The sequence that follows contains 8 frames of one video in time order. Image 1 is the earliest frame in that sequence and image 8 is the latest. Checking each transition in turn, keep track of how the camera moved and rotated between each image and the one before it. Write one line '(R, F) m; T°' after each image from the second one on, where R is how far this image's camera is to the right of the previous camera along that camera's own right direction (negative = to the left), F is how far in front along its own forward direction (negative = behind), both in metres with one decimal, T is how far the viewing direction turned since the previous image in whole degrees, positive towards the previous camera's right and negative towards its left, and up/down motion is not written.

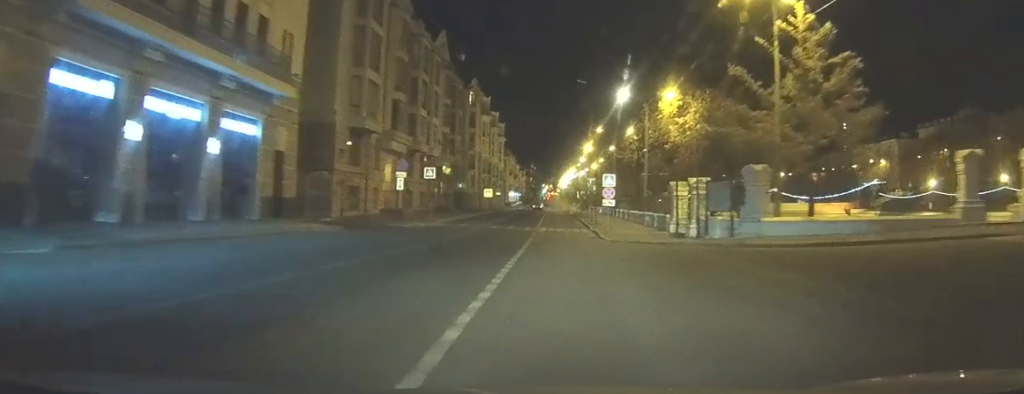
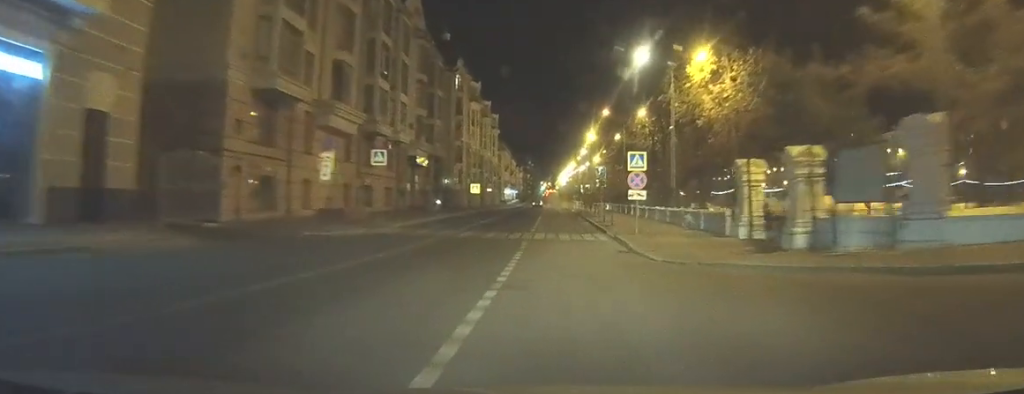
(-0.2, +12.6) m; -1°
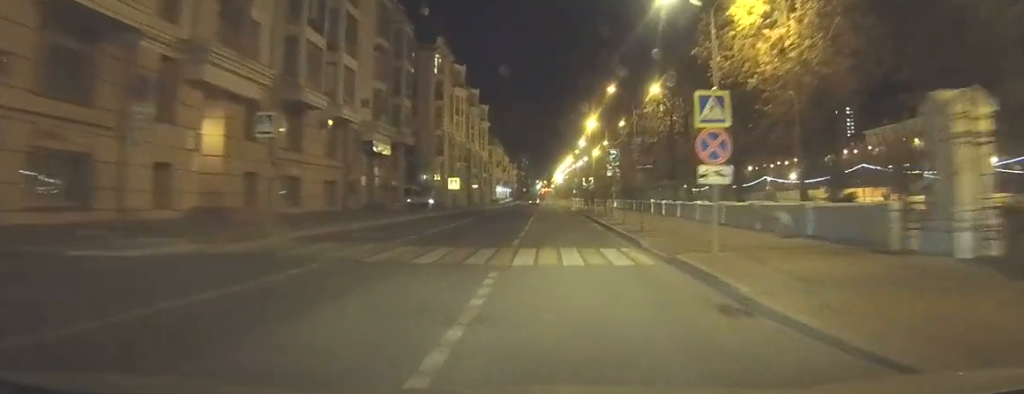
(-0.1, +12.1) m; 0°
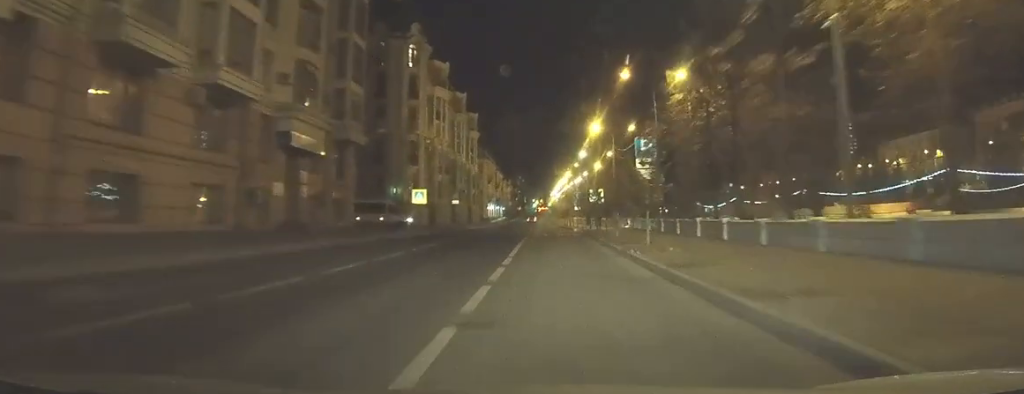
(0.0, +13.0) m; 0°
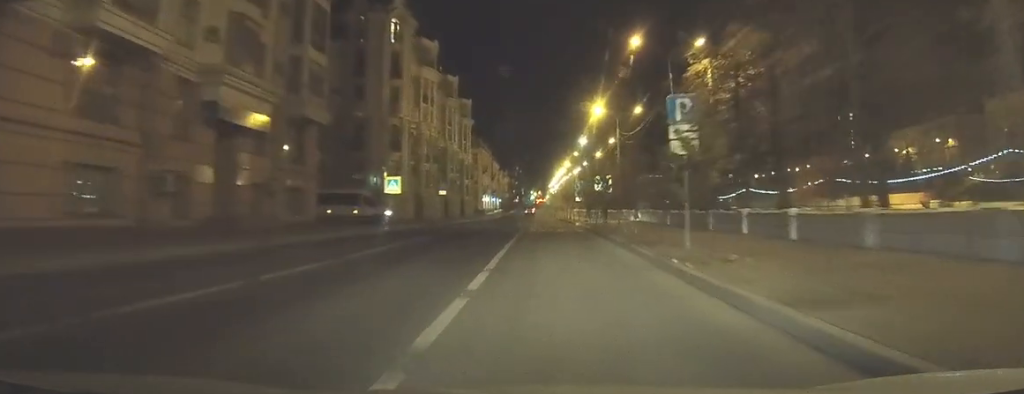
(0.0, +6.5) m; 0°
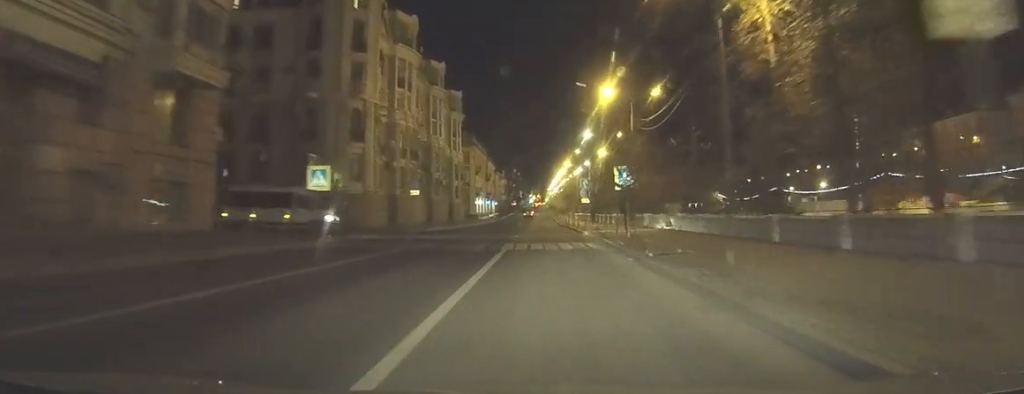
(-0.1, +11.0) m; -1°
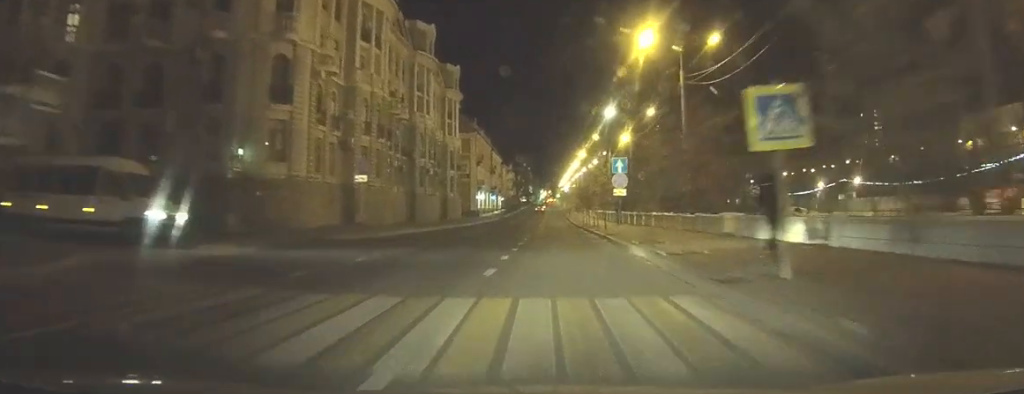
(-0.1, +14.7) m; 0°
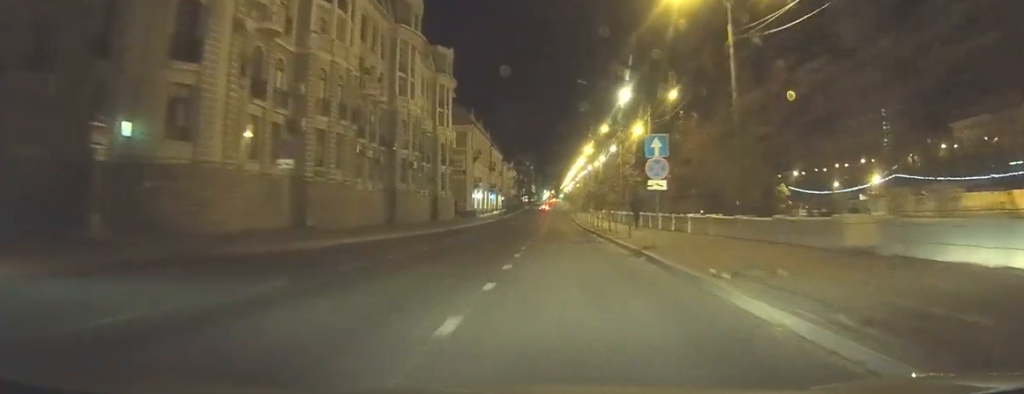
(0.0, +8.5) m; 0°
